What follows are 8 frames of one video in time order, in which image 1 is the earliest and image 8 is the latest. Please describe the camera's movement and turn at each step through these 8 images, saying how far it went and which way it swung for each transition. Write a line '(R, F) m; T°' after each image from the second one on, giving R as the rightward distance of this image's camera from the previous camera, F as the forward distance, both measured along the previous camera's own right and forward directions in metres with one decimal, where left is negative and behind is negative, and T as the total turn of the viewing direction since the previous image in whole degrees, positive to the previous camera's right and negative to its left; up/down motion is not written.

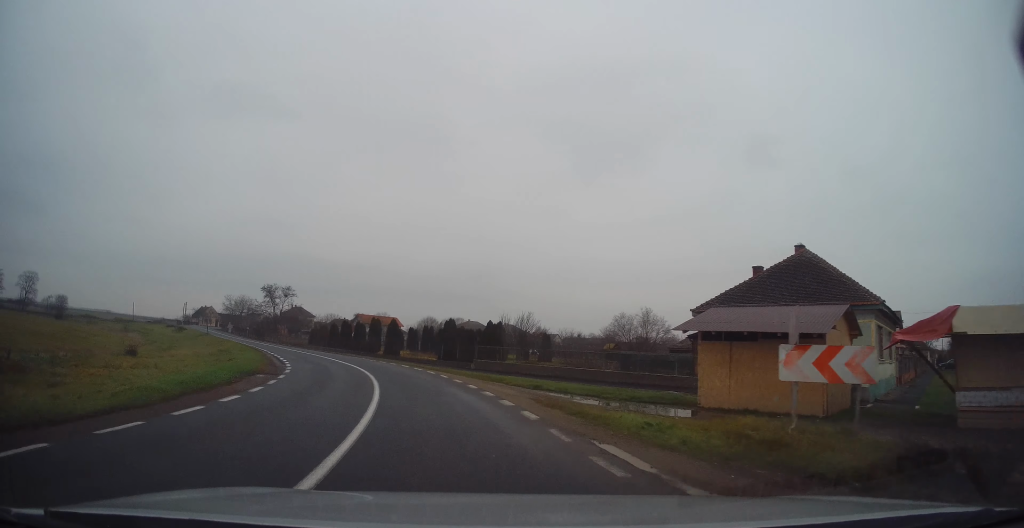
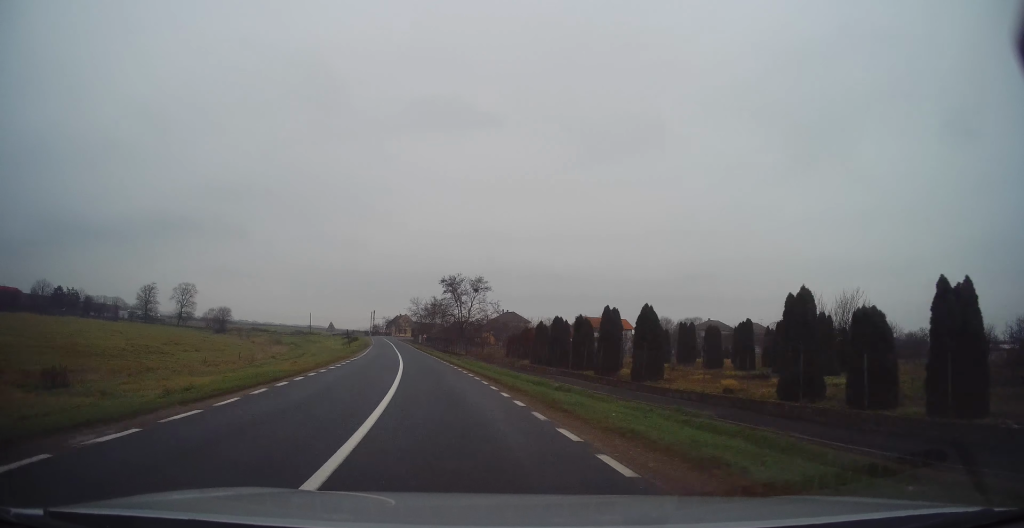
(-5.4, +26.5) m; -22°
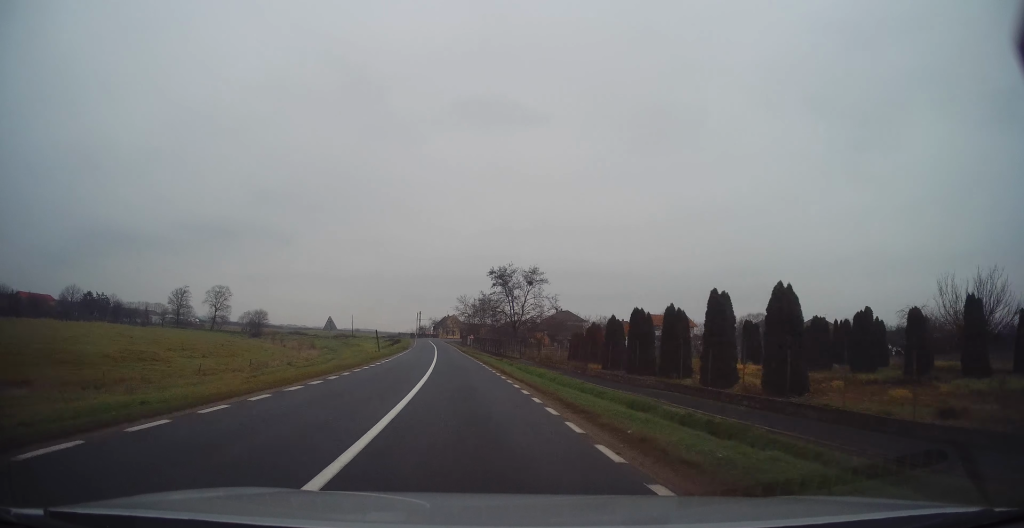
(-0.6, +9.4) m; -6°
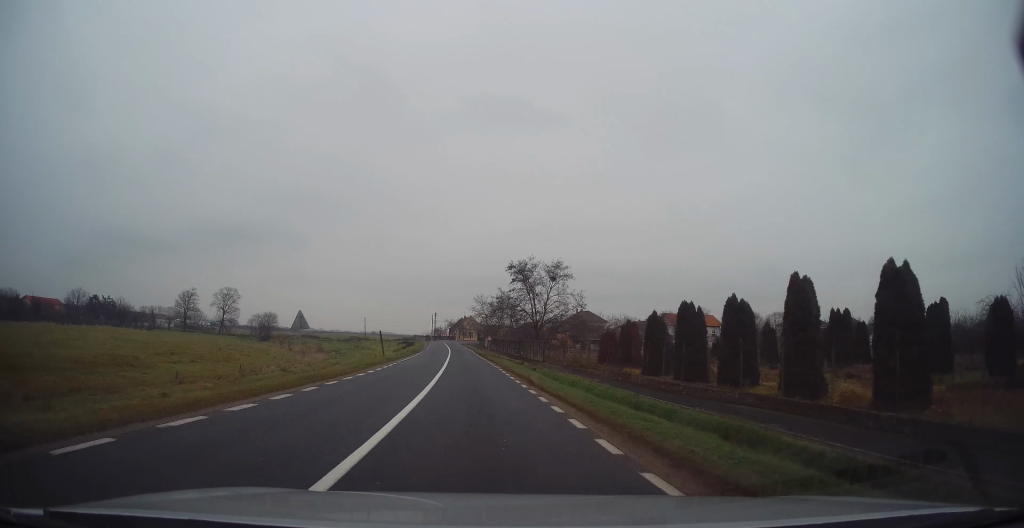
(-0.2, +6.0) m; -1°
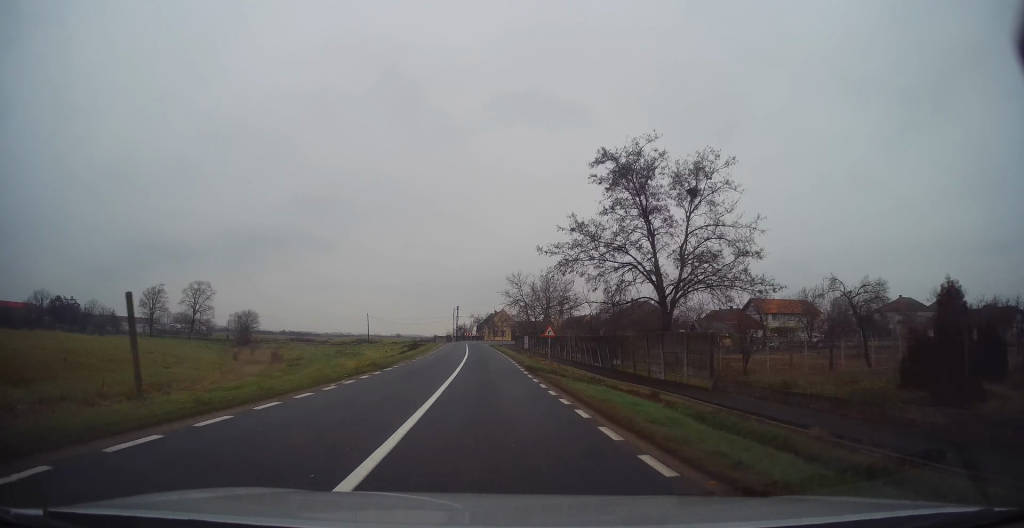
(-1.1, +30.8) m; -3°
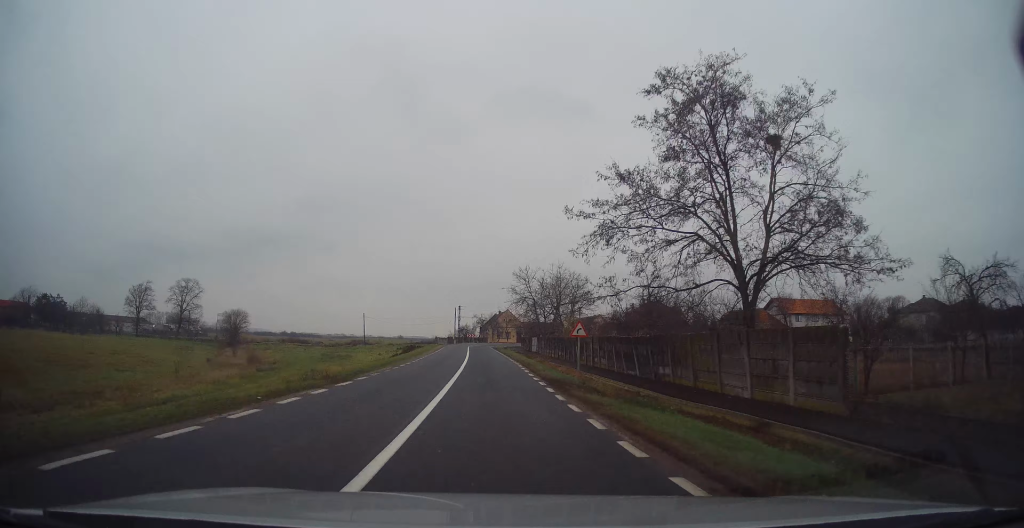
(-0.1, +6.7) m; 0°
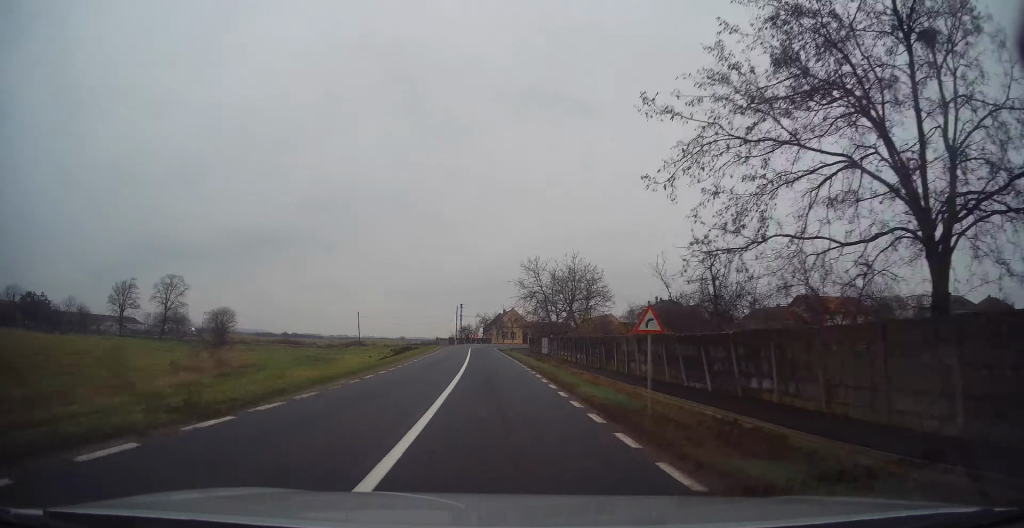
(+0.1, +7.5) m; 0°
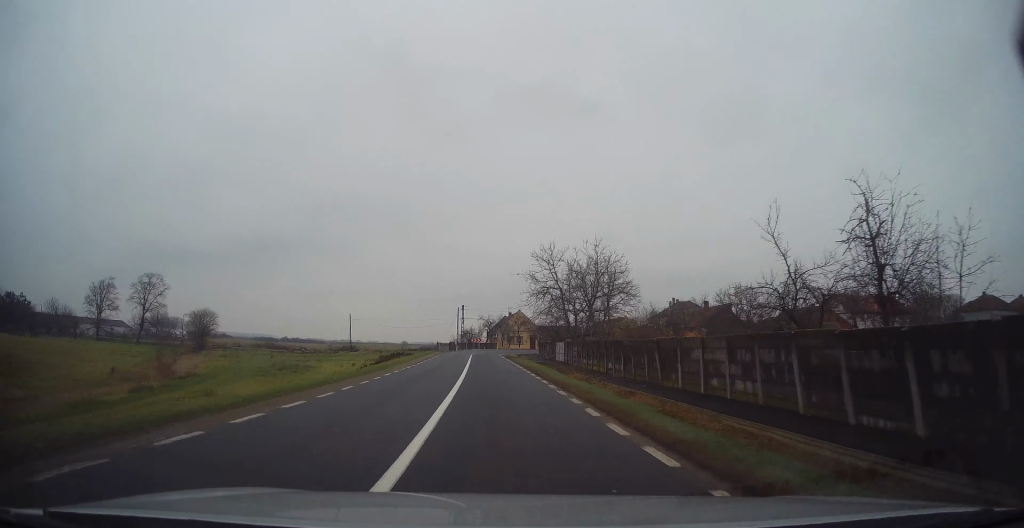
(+0.2, +9.1) m; 0°
